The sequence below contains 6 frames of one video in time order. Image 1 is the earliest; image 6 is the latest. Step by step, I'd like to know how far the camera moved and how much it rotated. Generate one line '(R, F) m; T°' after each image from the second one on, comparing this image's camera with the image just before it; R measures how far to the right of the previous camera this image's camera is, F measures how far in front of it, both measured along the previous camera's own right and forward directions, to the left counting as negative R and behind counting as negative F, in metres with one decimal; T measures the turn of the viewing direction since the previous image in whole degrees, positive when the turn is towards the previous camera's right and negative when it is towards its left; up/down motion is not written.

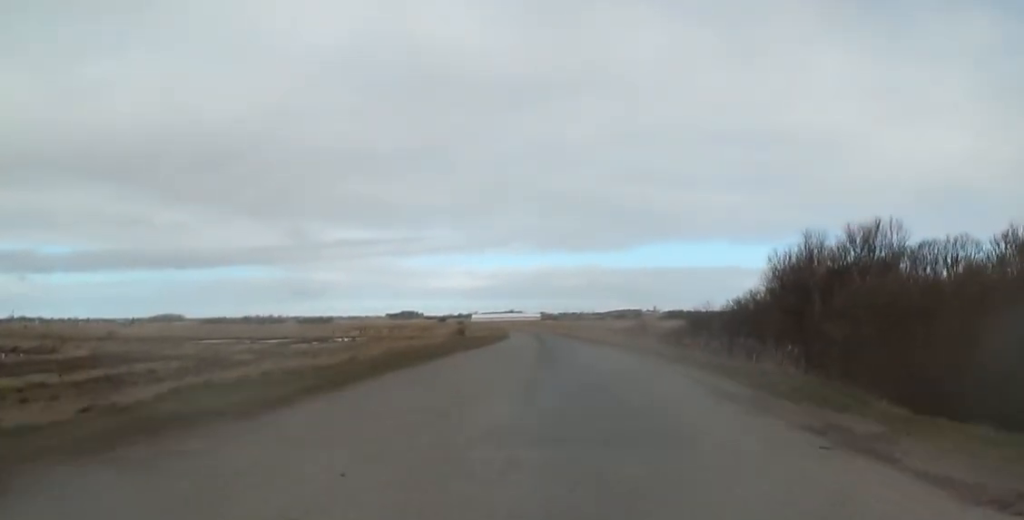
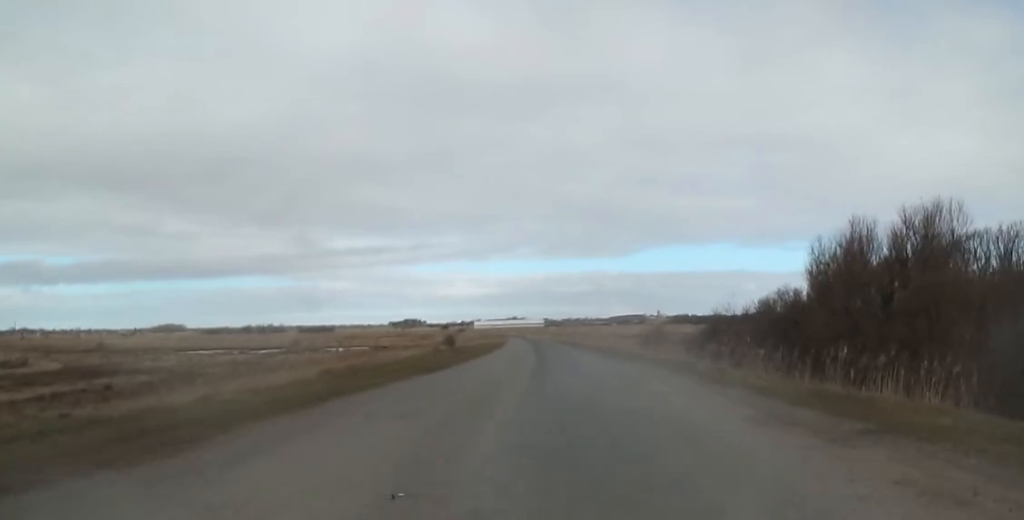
(-0.1, +8.5) m; -1°
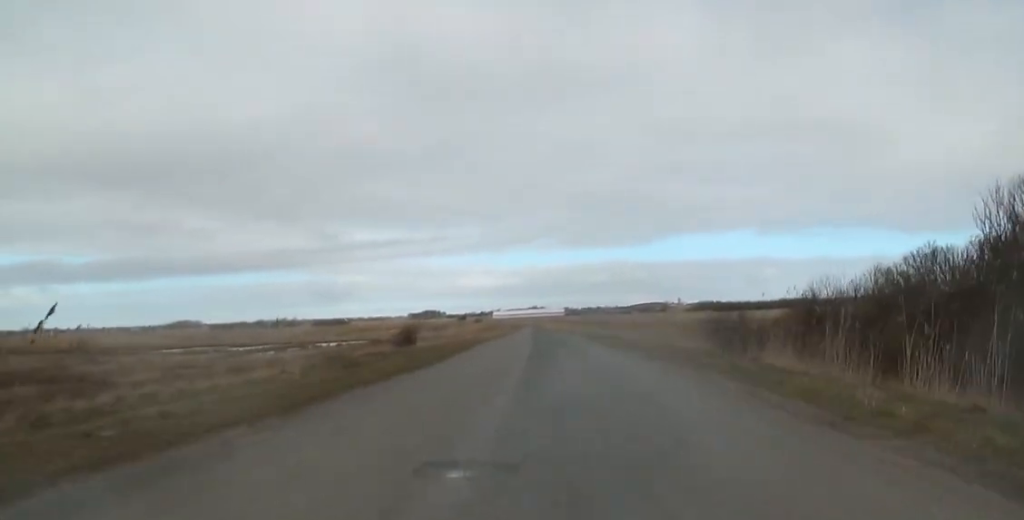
(-0.4, +22.7) m; -2°
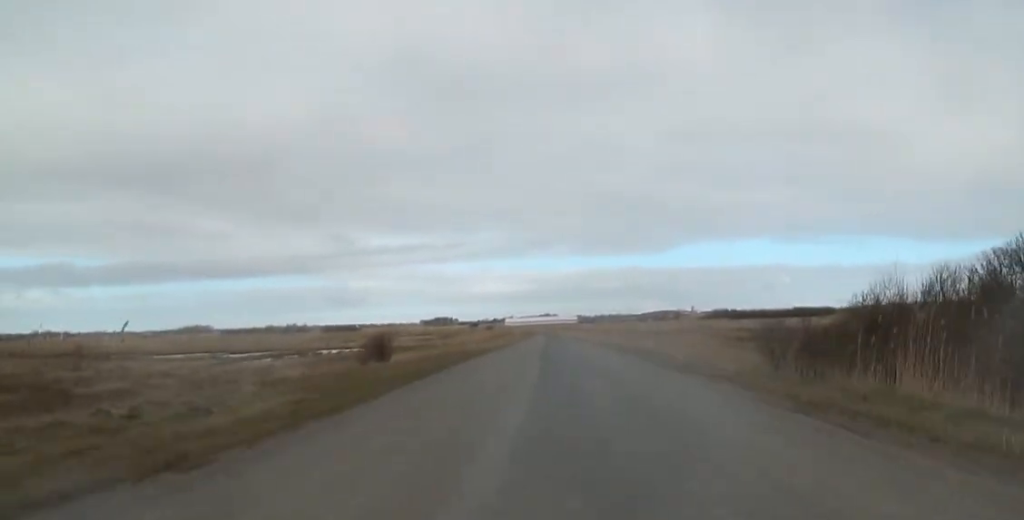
(+0.2, +7.3) m; 0°
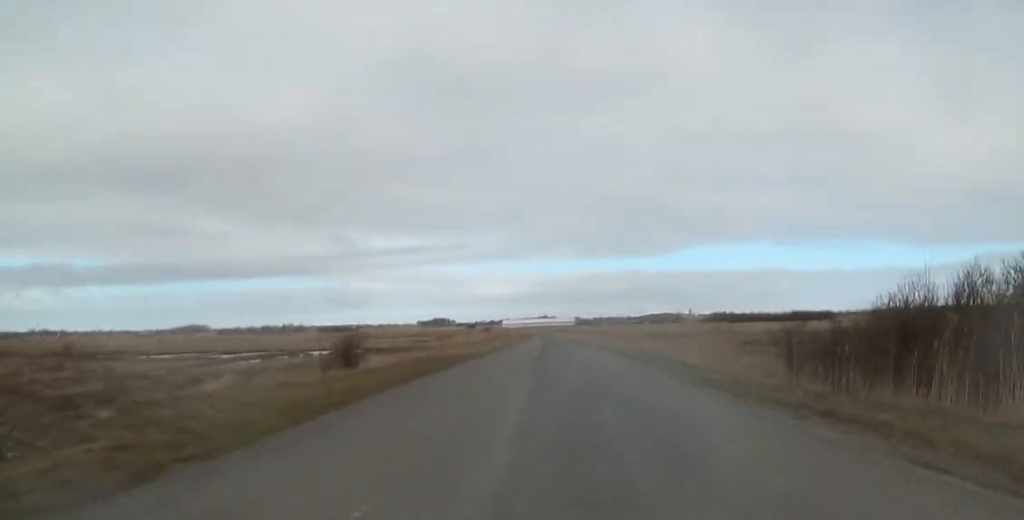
(+0.4, +3.6) m; -2°
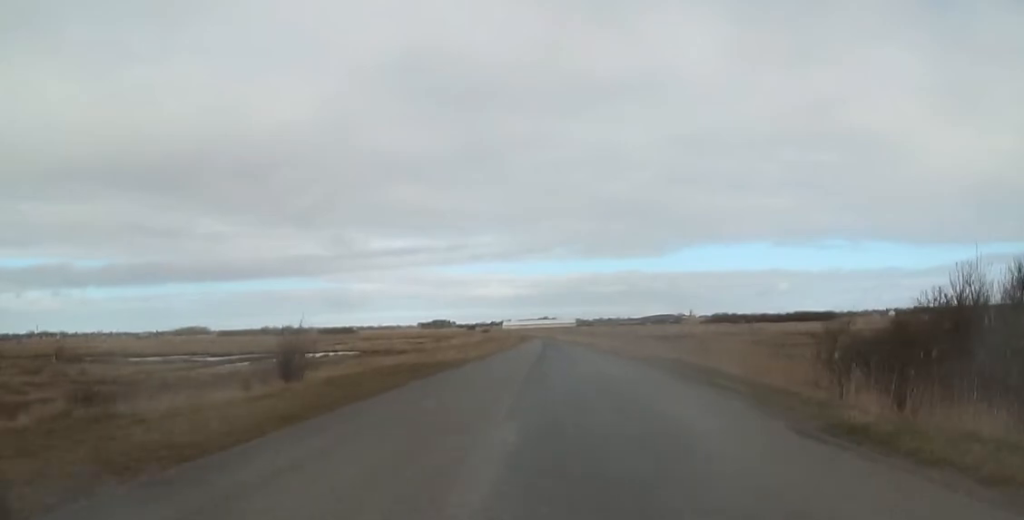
(-0.7, +4.8) m; 0°
